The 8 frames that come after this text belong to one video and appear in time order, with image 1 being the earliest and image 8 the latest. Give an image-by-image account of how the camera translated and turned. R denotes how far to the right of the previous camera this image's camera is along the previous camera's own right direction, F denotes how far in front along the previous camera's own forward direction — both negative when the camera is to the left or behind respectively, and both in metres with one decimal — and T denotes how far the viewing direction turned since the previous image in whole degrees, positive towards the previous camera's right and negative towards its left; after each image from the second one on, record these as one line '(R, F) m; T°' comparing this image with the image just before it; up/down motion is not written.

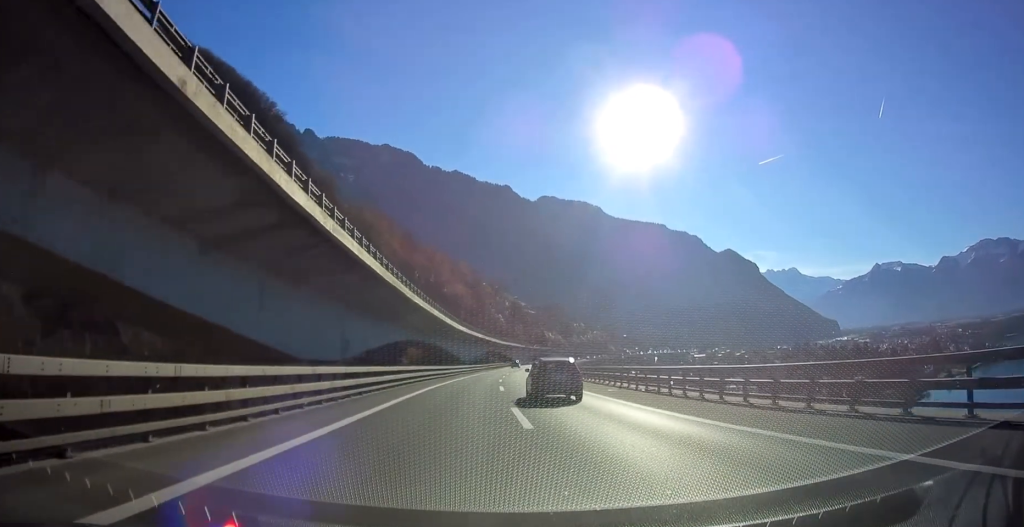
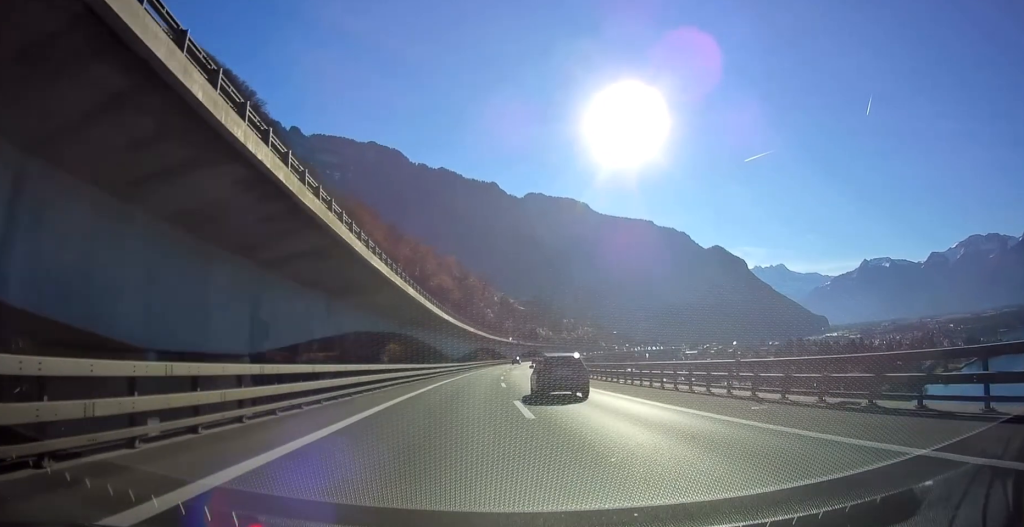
(+0.3, +16.9) m; +1°
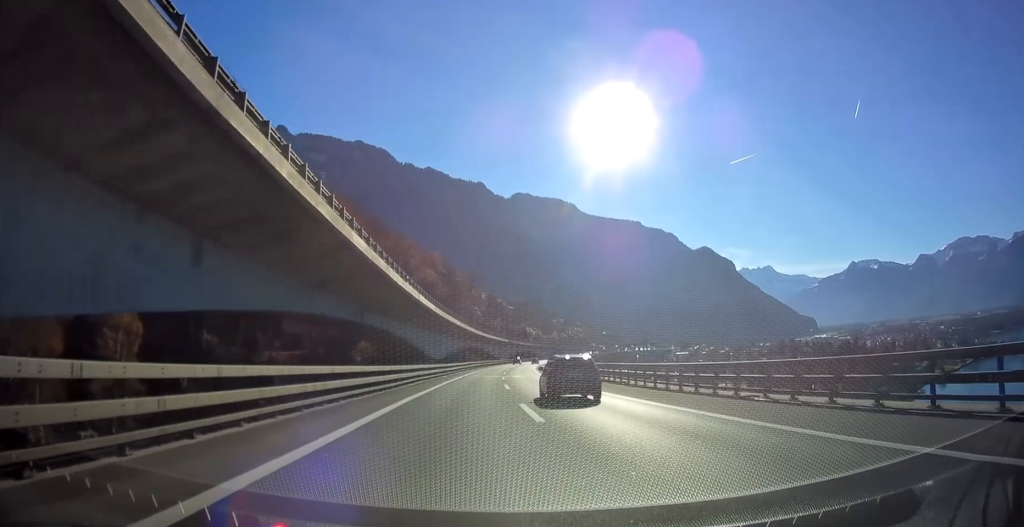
(+0.2, +17.9) m; +1°
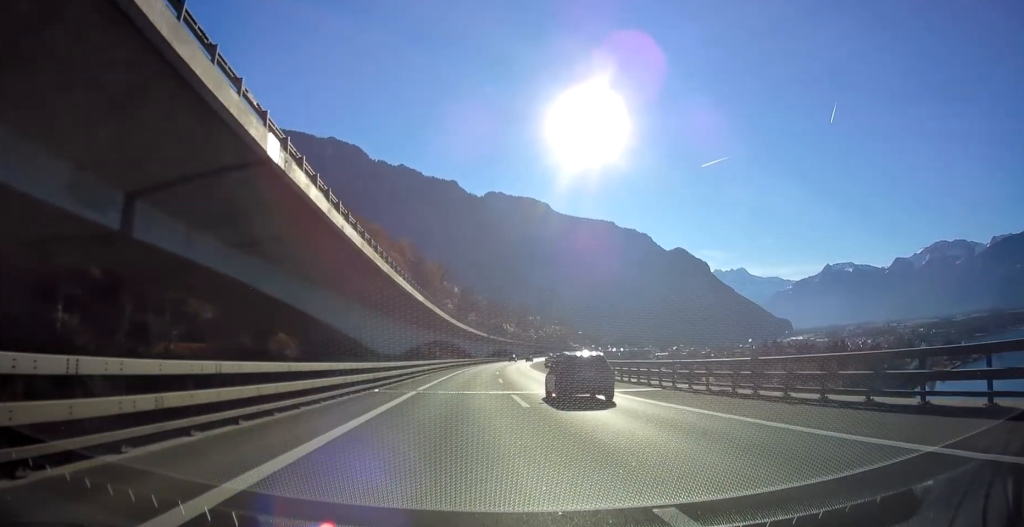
(+0.7, +32.0) m; +2°
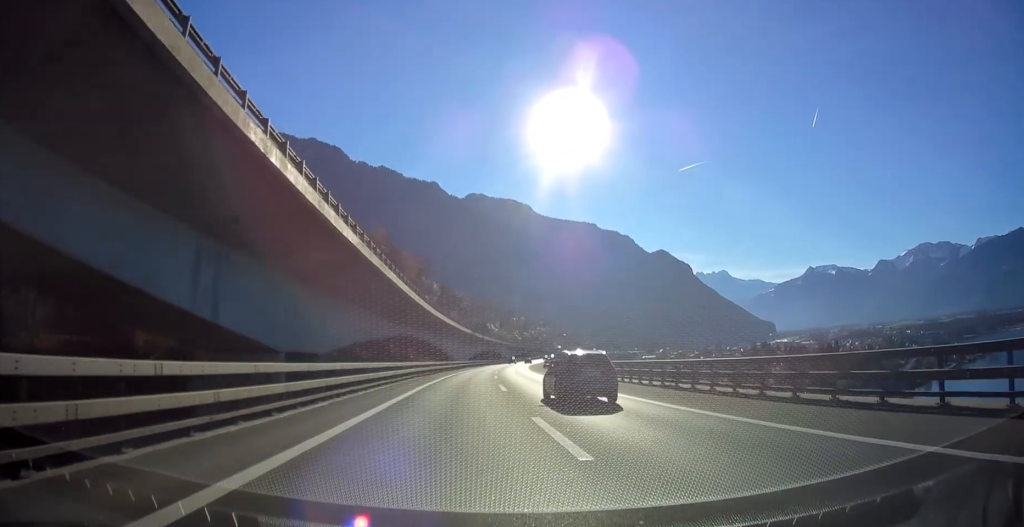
(+0.4, +27.2) m; +2°
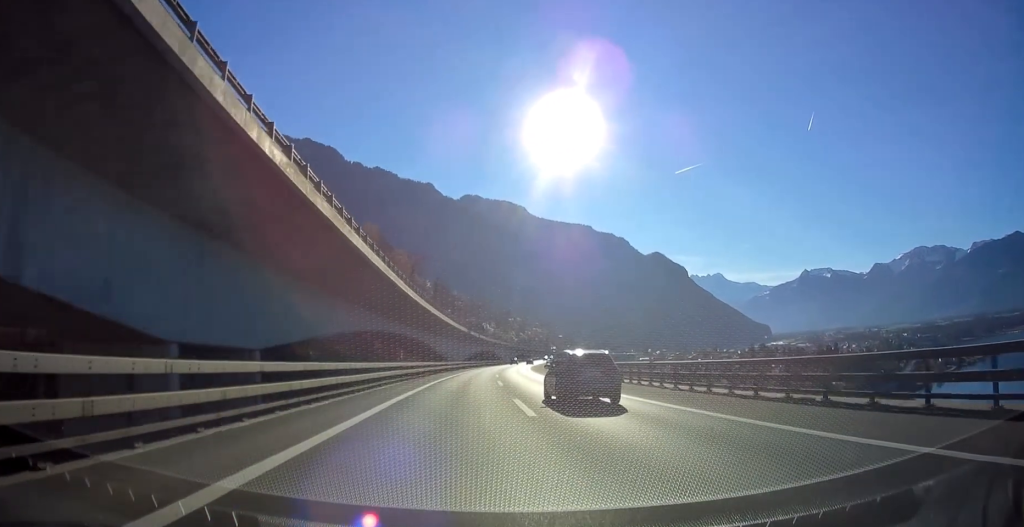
(0.0, +11.2) m; +1°
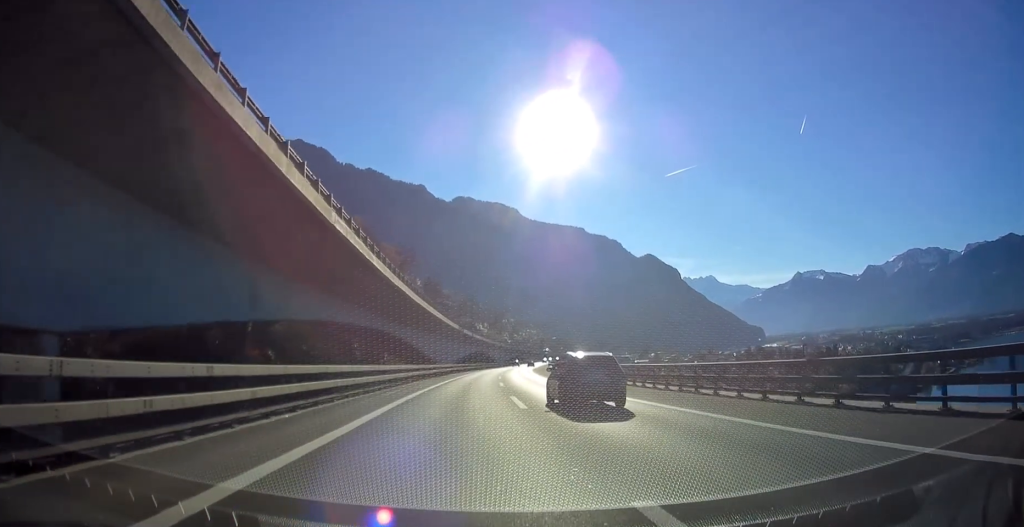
(+0.2, +15.0) m; +1°
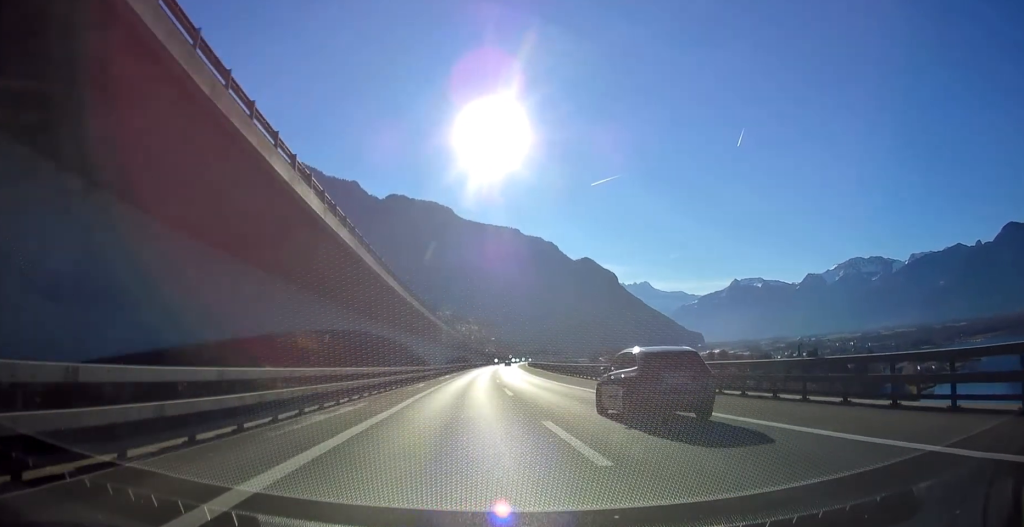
(+5.4, +99.2) m; +6°
